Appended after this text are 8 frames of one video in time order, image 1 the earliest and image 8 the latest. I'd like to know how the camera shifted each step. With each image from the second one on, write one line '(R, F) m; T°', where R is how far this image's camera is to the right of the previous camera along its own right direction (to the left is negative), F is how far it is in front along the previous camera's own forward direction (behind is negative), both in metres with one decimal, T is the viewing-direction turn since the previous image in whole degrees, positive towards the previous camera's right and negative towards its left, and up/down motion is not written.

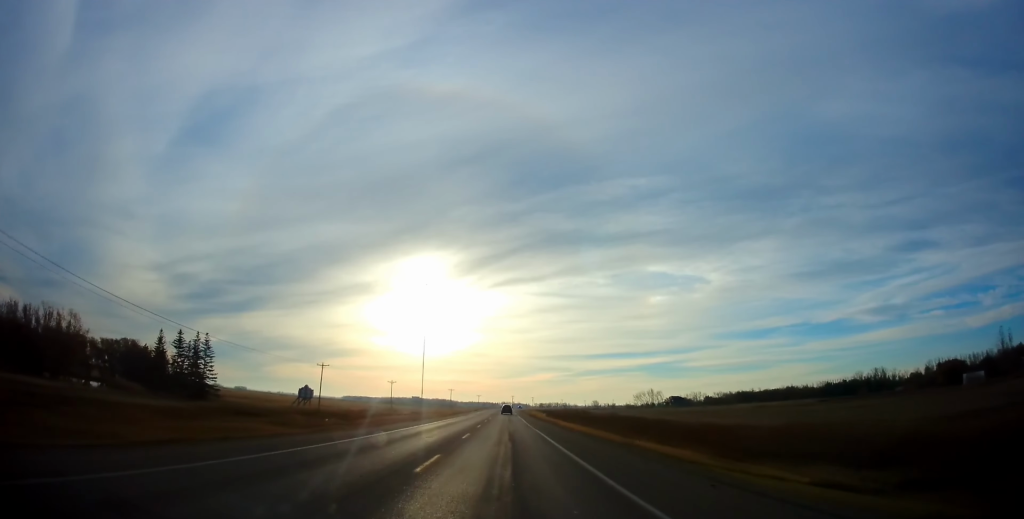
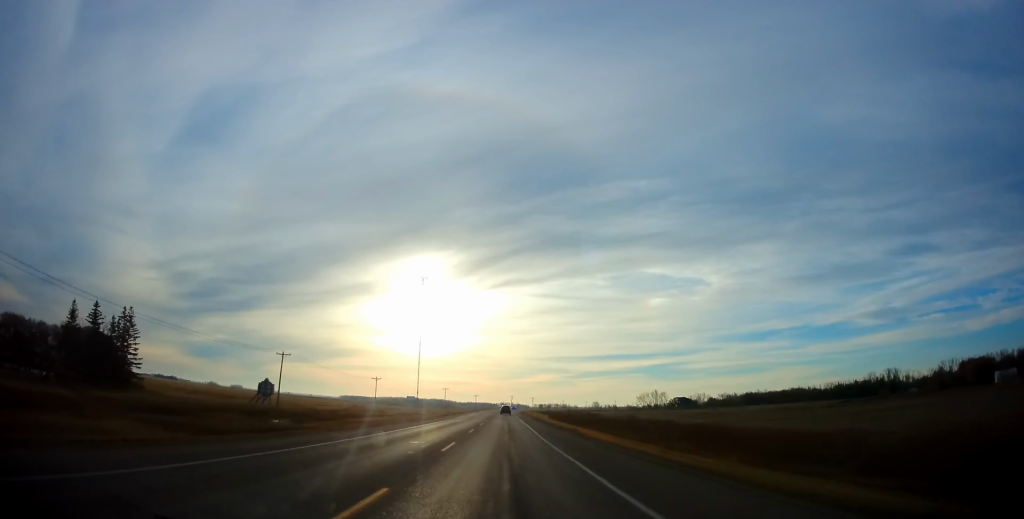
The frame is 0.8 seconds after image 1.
(0.0, +17.2) m; 0°
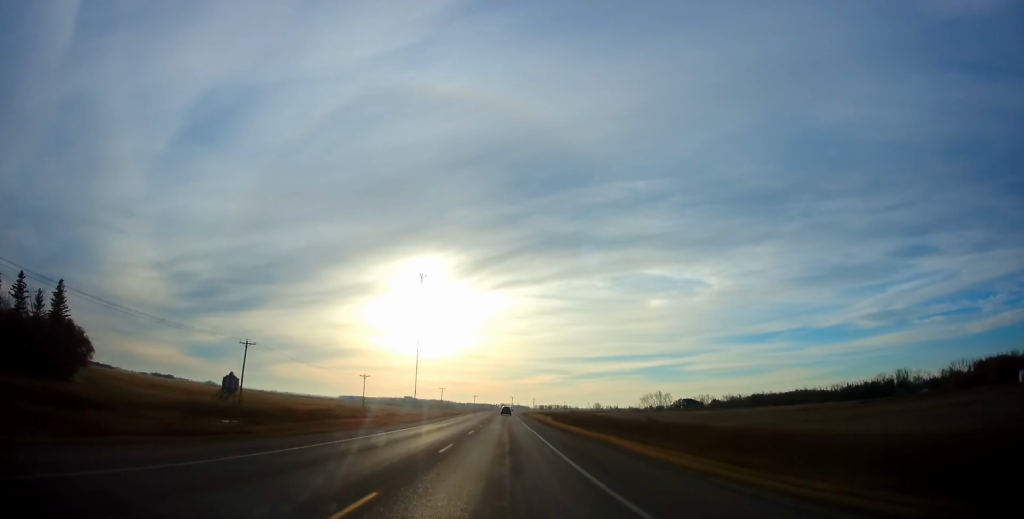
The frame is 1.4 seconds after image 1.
(0.0, +11.4) m; 0°
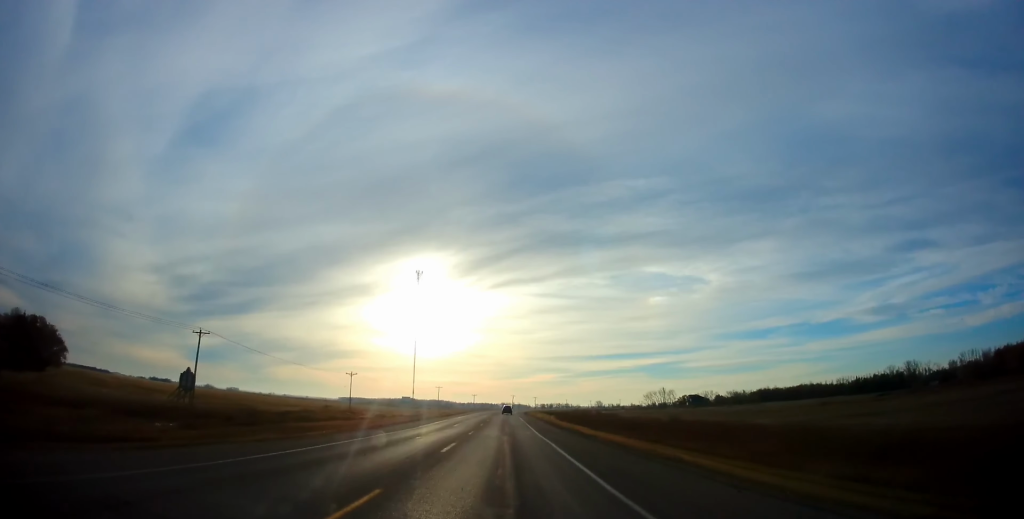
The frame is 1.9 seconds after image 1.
(0.0, +10.3) m; 0°
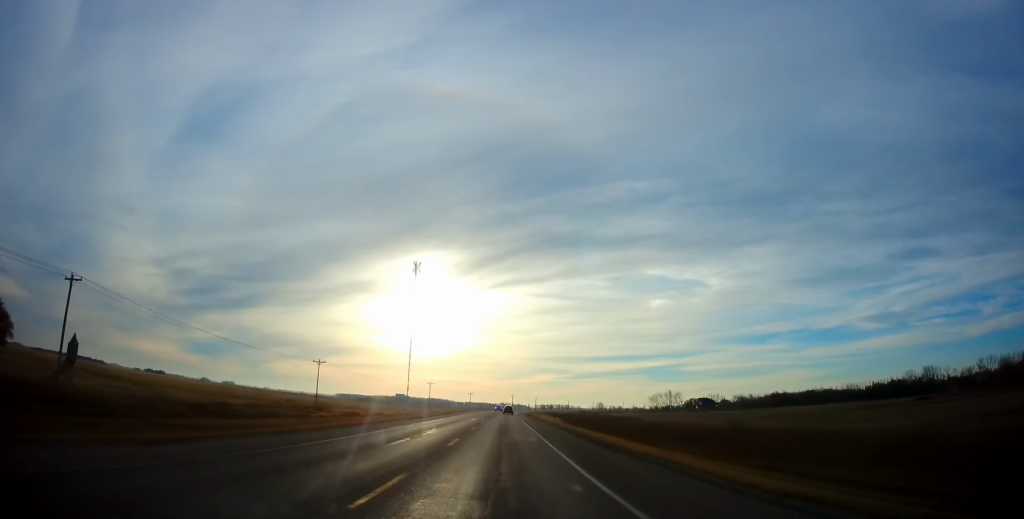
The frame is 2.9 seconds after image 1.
(0.0, +18.2) m; 0°
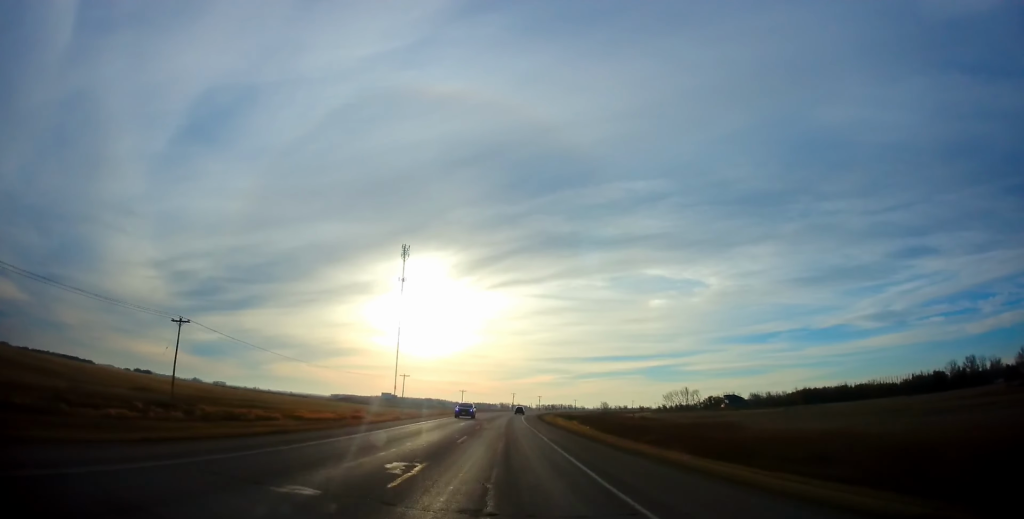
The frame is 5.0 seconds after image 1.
(+0.1, +43.5) m; 0°
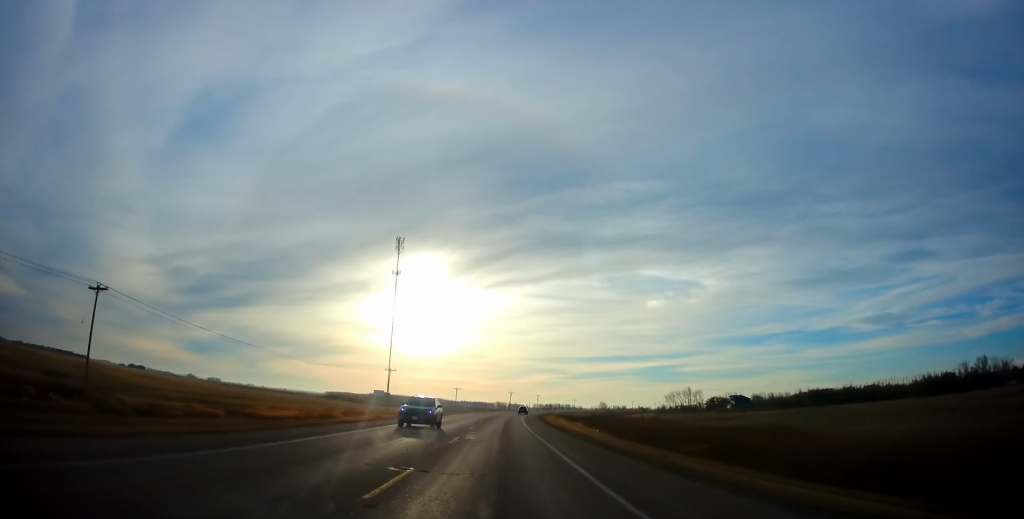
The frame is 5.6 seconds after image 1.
(0.0, +14.2) m; 0°
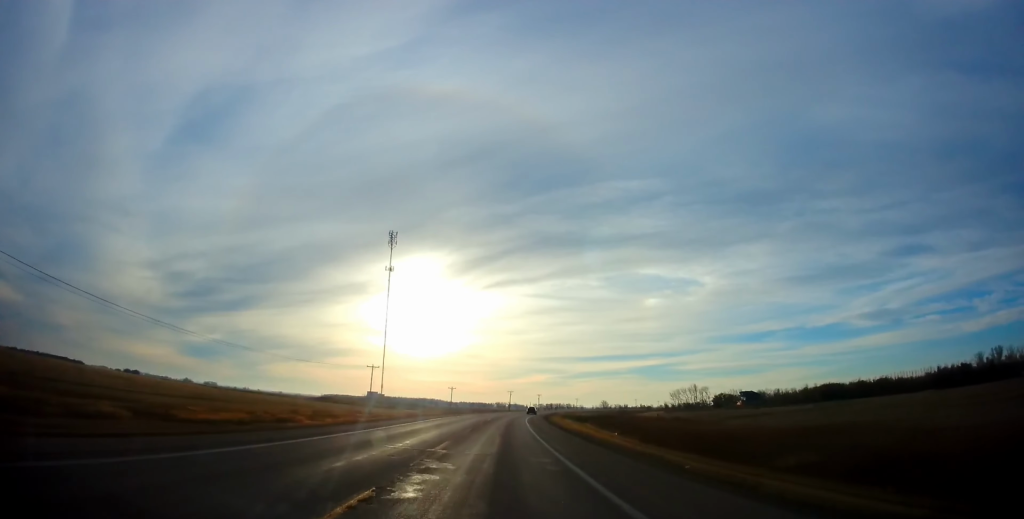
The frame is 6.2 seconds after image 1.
(+0.1, +17.4) m; 0°
